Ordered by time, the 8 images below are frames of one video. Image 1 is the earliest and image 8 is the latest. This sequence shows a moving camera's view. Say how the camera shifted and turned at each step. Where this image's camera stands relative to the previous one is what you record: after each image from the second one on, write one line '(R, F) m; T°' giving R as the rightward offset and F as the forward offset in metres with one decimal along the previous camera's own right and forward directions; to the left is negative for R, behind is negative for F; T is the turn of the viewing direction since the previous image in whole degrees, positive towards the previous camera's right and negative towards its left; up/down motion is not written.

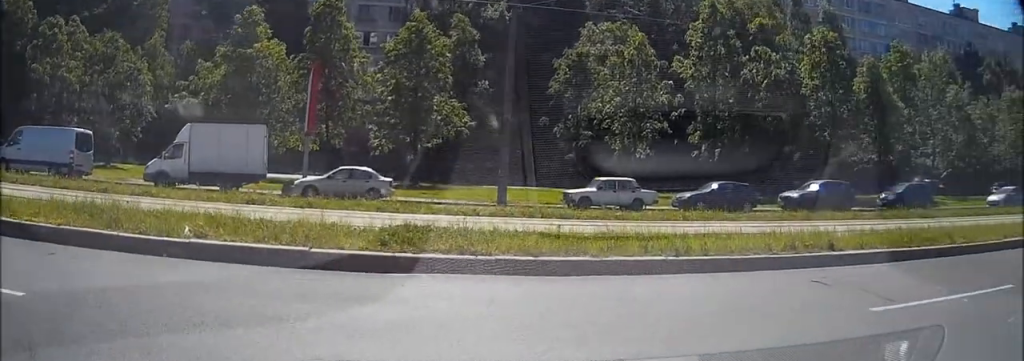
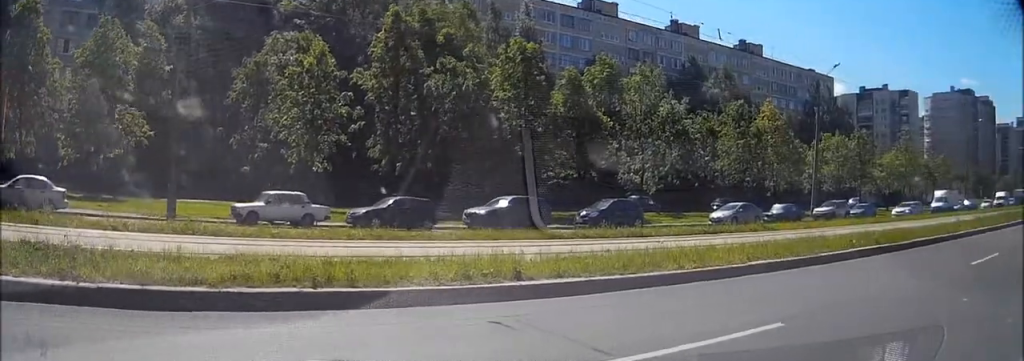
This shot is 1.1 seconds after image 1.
(+0.2, +3.5) m; +16°
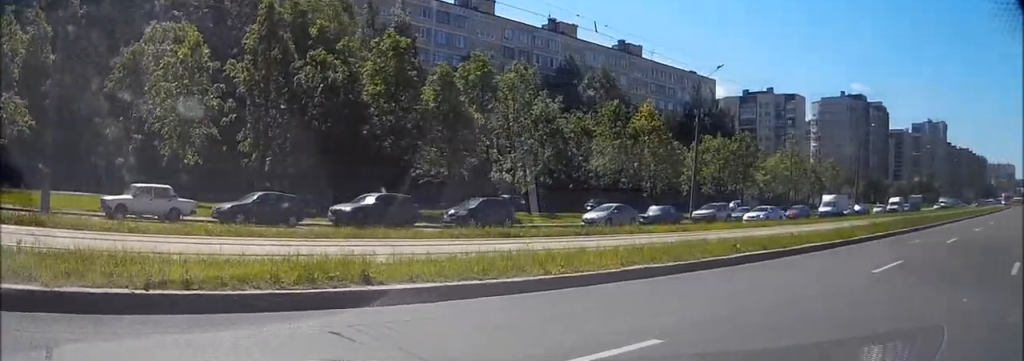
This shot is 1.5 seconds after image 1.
(+0.2, +1.4) m; +11°
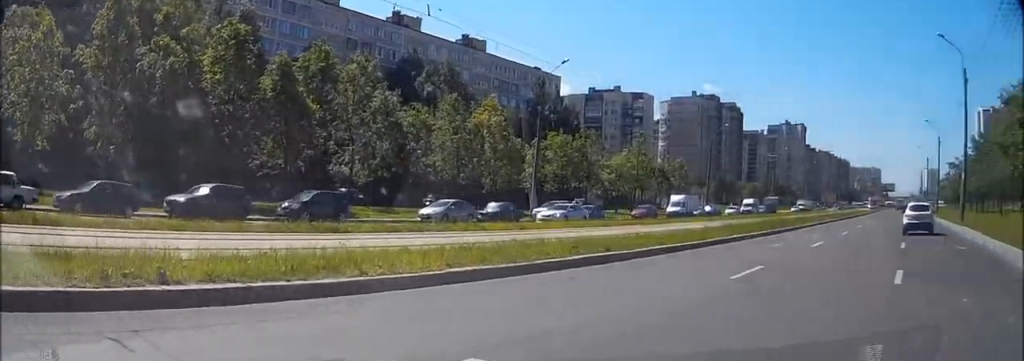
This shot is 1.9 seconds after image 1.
(+0.1, +1.6) m; +13°
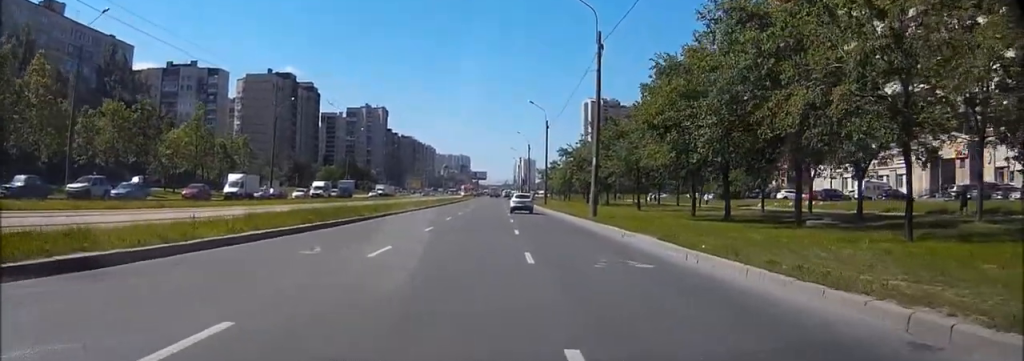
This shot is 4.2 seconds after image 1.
(+4.0, +10.7) m; +25°
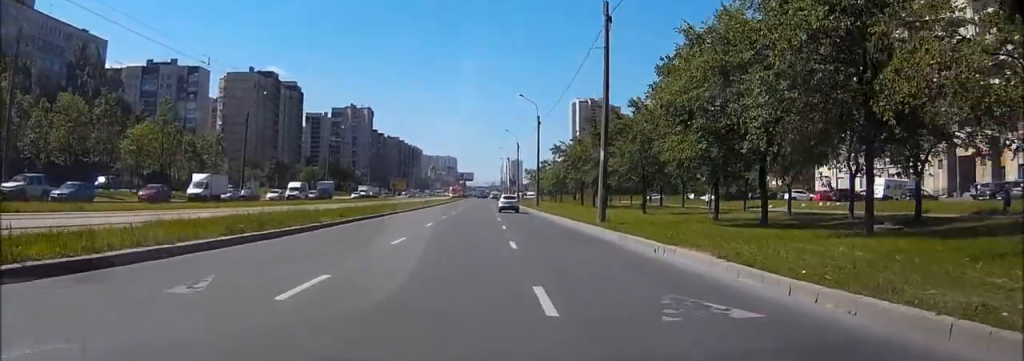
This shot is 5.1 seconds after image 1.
(+0.2, +7.3) m; +2°
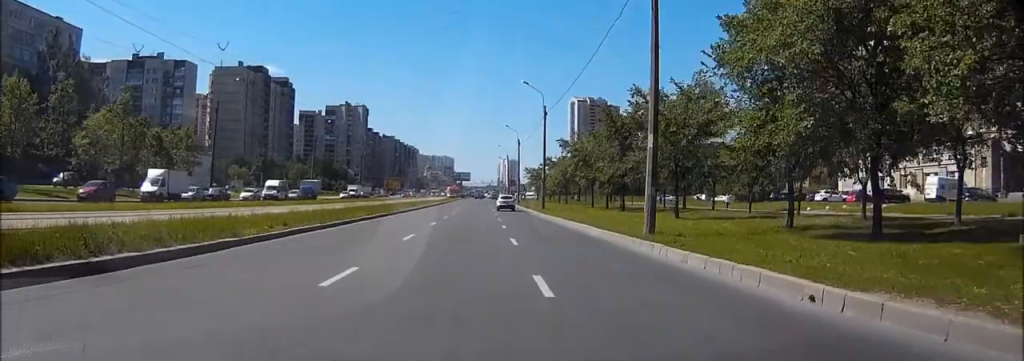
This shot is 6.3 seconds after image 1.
(+0.1, +10.6) m; 0°
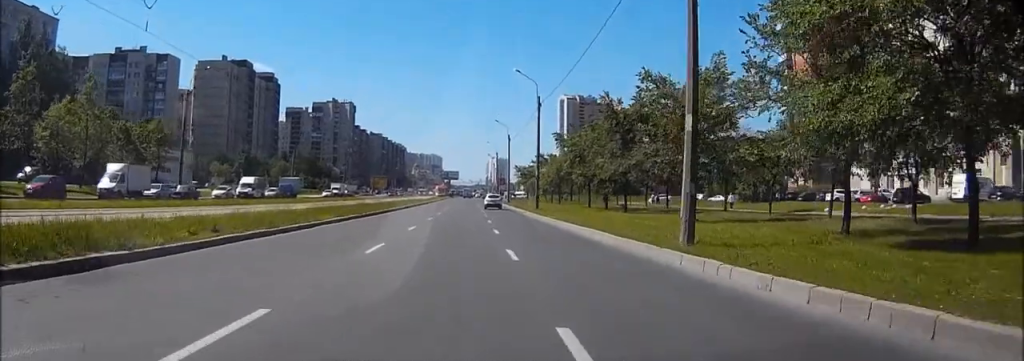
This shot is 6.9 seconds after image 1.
(-0.1, +6.3) m; 0°
